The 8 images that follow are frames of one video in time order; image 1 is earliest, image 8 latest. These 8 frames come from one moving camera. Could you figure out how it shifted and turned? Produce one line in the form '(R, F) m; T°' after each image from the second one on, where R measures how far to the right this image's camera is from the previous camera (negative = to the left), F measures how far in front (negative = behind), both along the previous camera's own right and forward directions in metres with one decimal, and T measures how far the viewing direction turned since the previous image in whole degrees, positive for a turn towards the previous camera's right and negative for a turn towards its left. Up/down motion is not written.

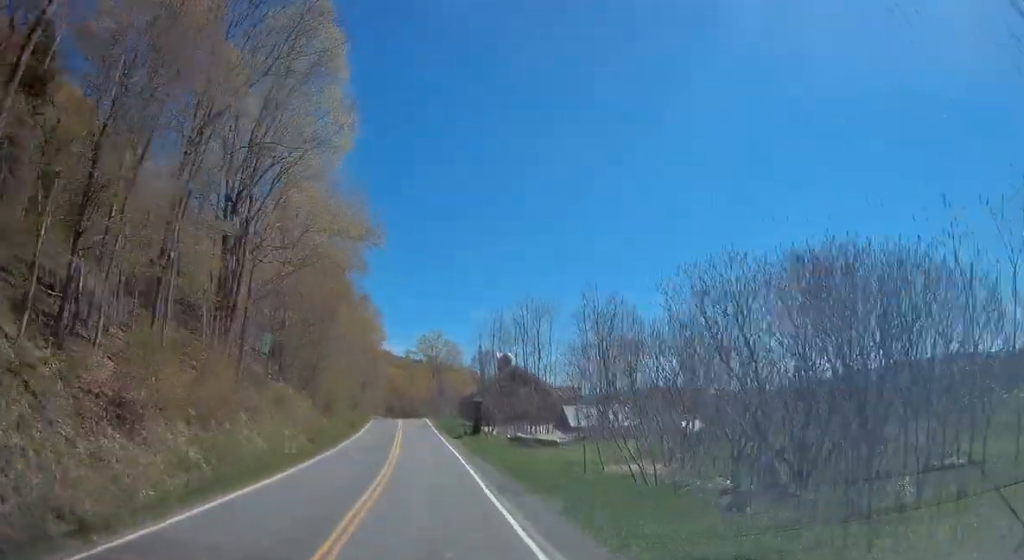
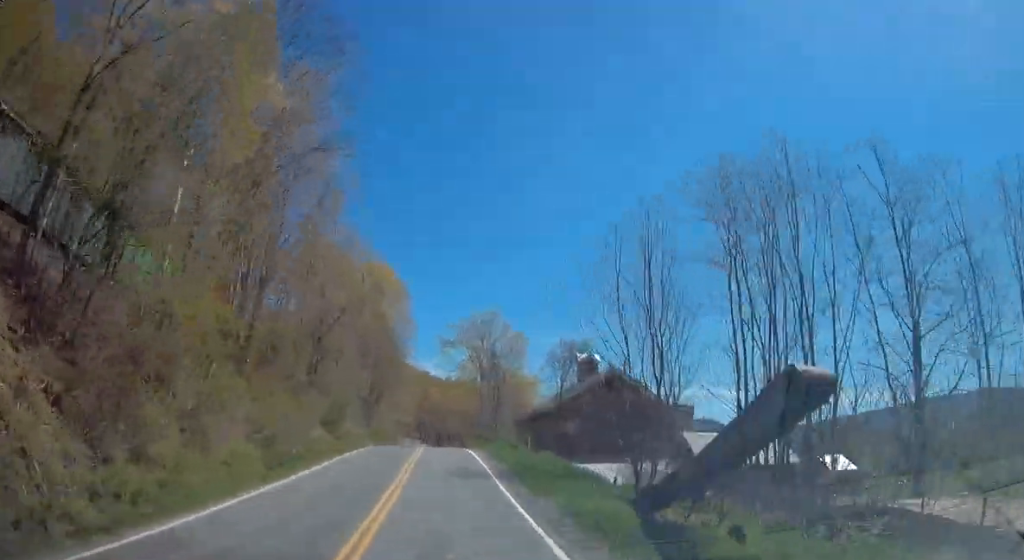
(-0.2, +35.7) m; -2°
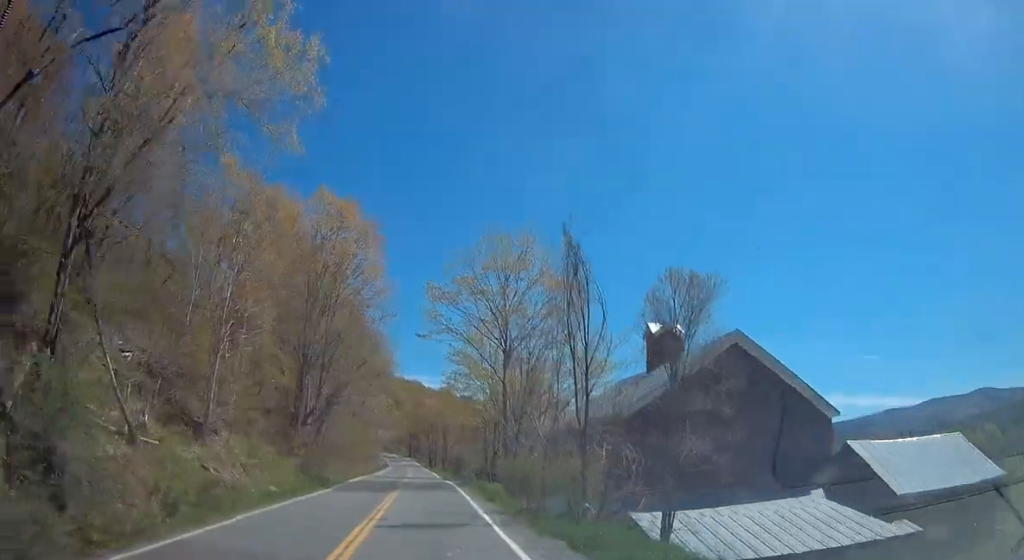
(-1.1, +28.7) m; -3°
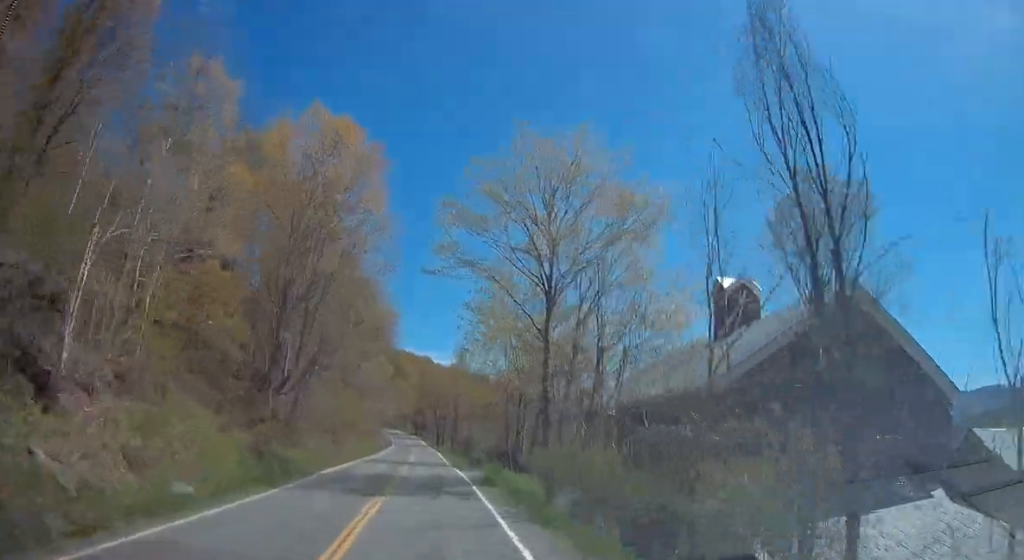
(0.0, +10.3) m; 0°
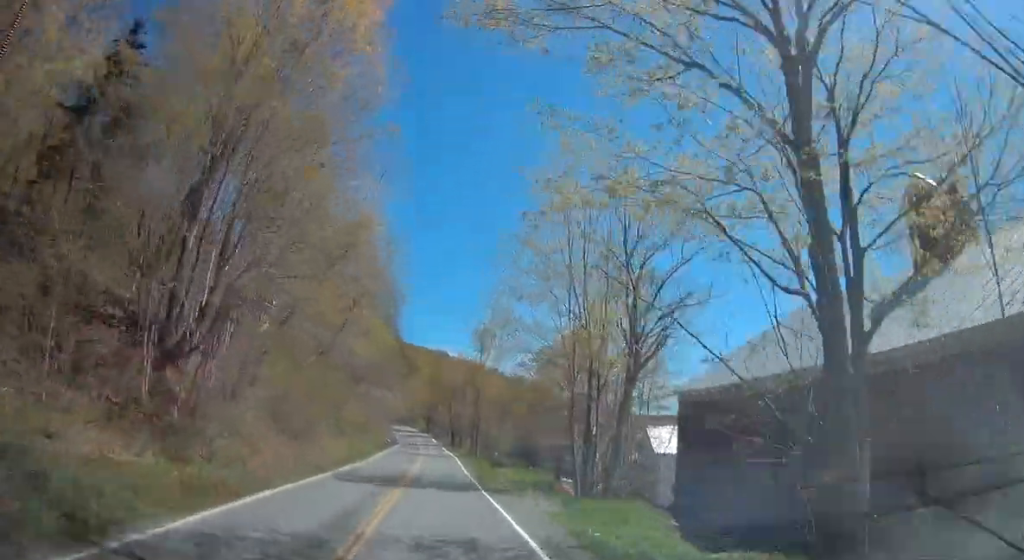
(0.0, +17.0) m; -1°
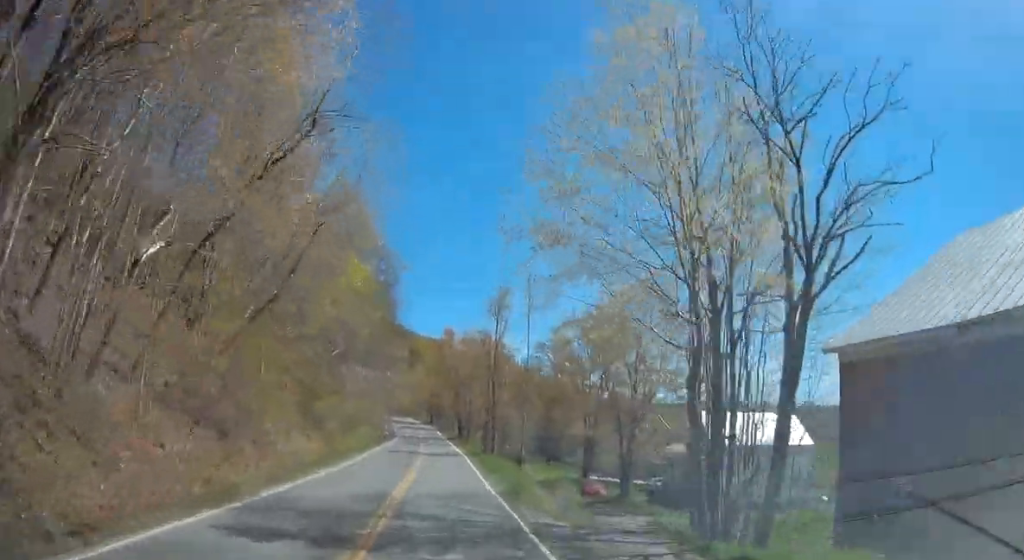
(-0.1, +12.3) m; 0°
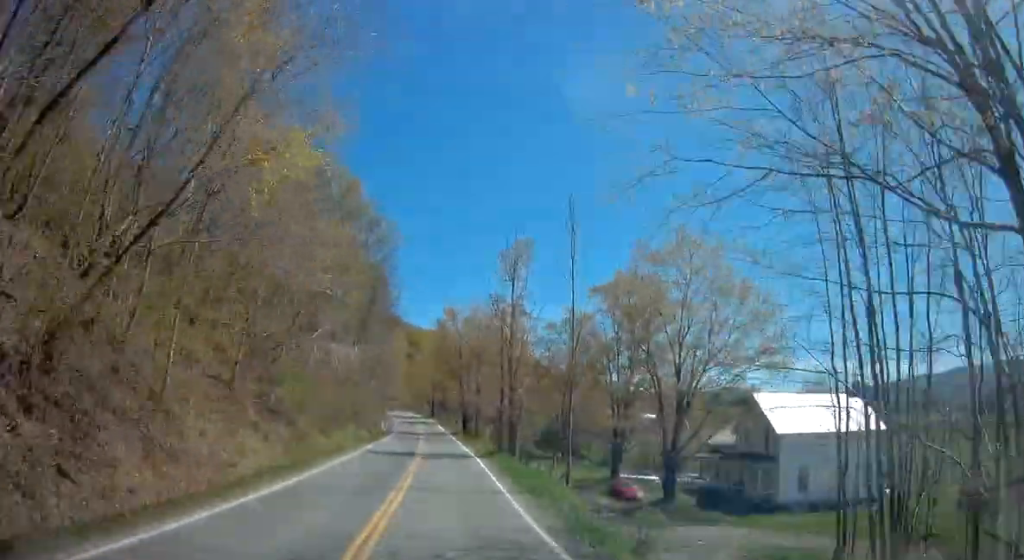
(-0.2, +9.6) m; 0°
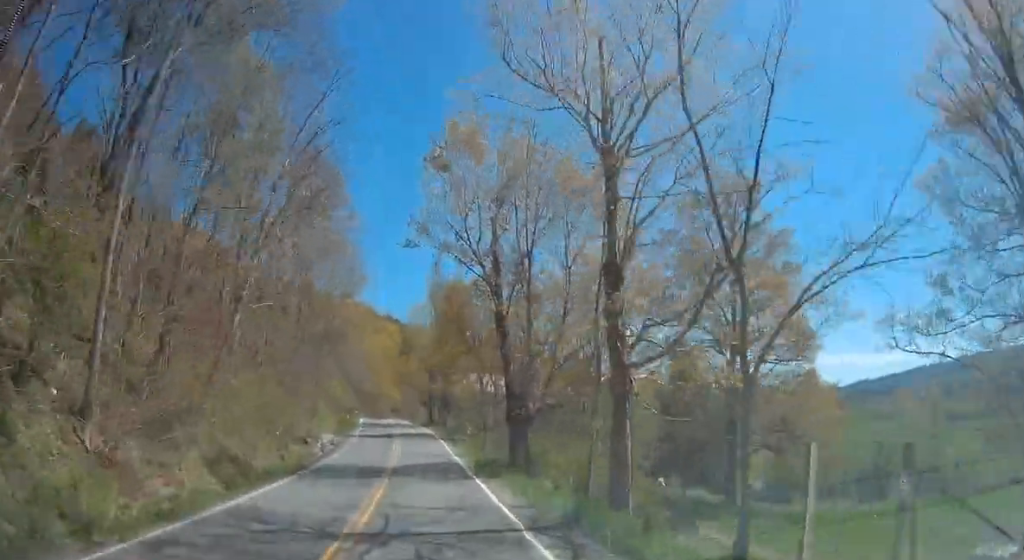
(0.0, +43.5) m; -1°
